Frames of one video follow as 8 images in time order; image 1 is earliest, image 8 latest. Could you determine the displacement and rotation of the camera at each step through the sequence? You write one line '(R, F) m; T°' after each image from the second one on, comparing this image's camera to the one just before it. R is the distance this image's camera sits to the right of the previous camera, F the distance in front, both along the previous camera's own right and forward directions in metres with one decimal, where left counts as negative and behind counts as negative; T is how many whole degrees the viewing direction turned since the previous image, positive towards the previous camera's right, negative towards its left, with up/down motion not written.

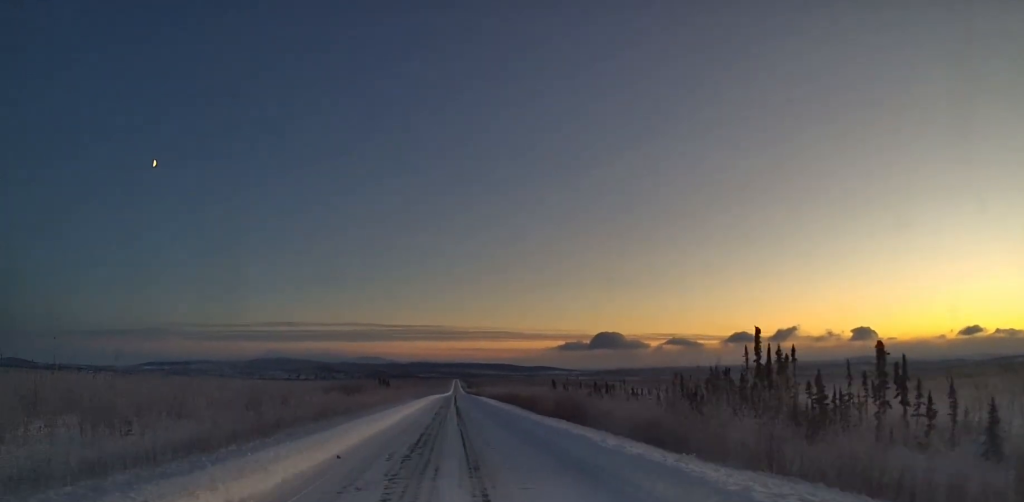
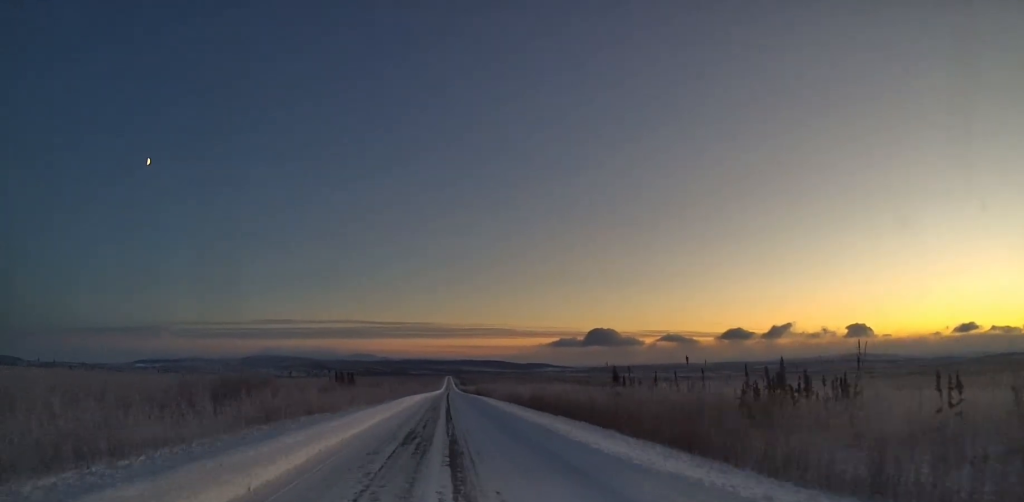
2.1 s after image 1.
(-0.1, +53.8) m; 0°
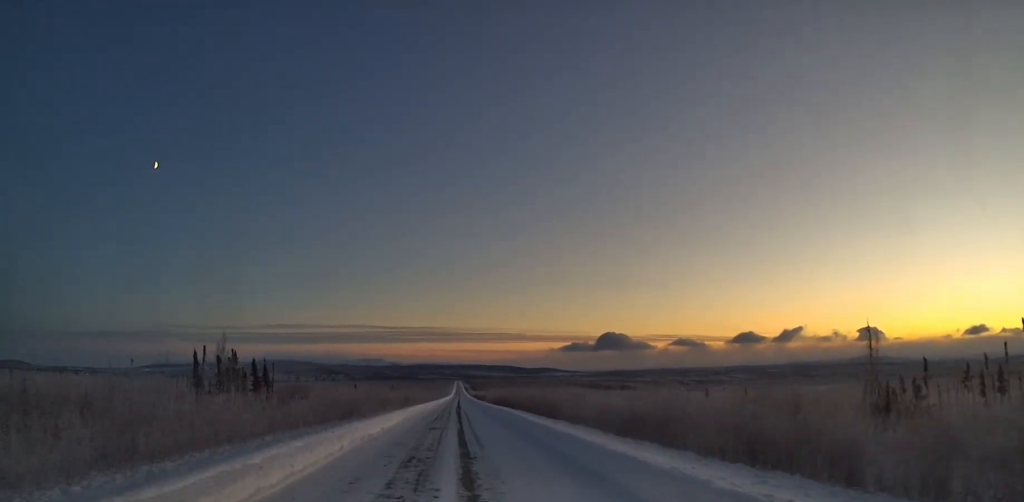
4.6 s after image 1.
(-0.2, +66.8) m; 0°
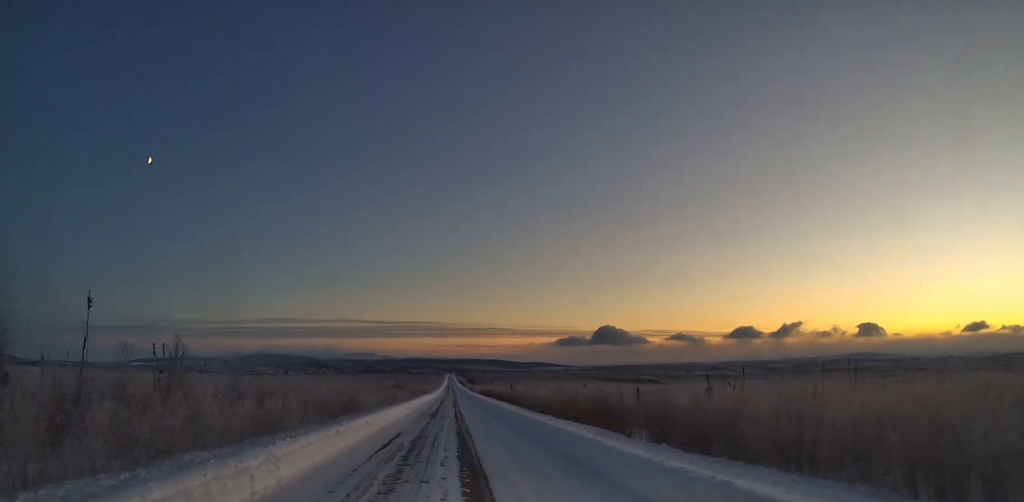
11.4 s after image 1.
(-0.3, +176.8) m; 0°
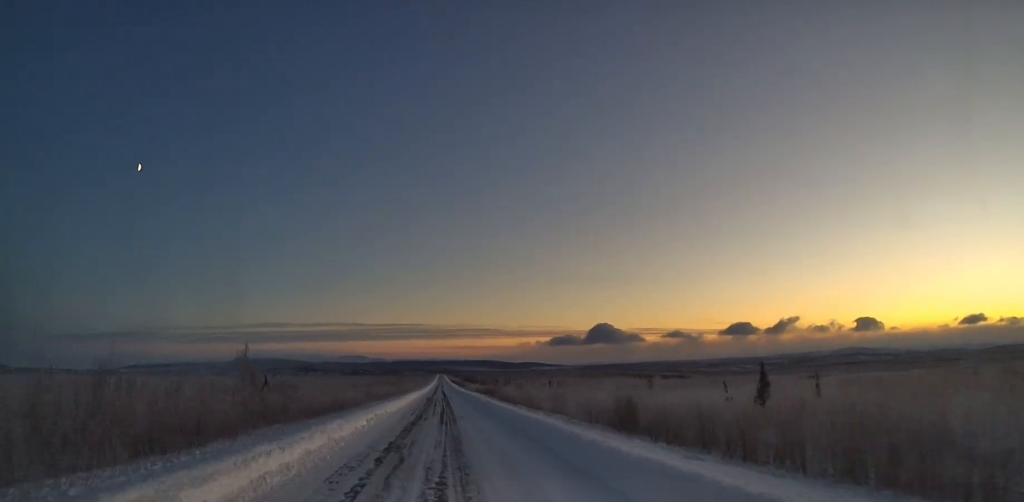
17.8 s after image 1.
(+2.3, +169.3) m; +1°
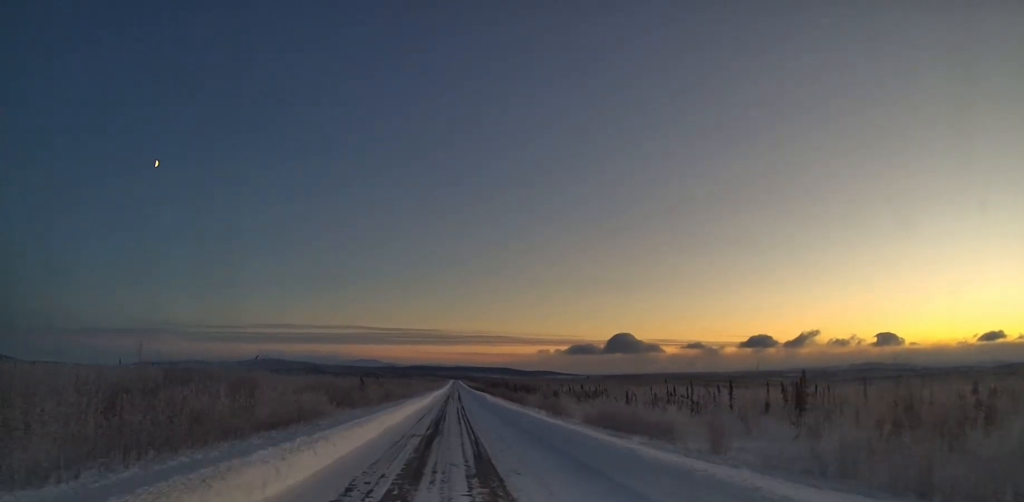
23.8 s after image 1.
(-2.0, +160.1) m; -1°
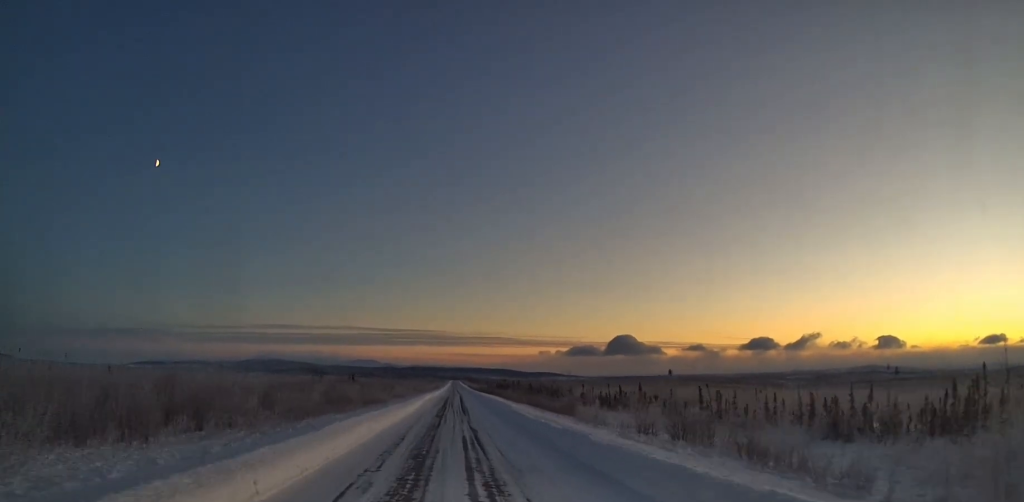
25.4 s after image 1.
(+0.1, +41.9) m; 0°
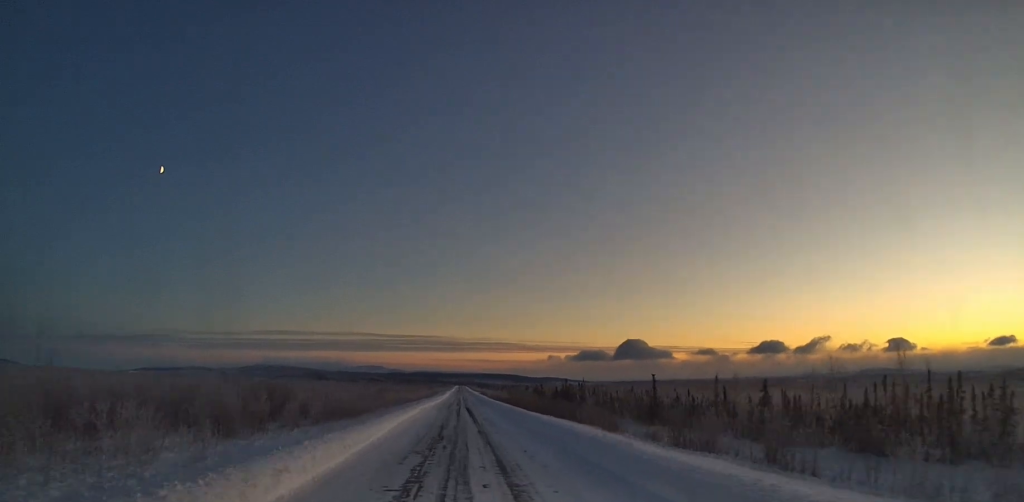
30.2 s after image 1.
(+0.1, +124.8) m; 0°
